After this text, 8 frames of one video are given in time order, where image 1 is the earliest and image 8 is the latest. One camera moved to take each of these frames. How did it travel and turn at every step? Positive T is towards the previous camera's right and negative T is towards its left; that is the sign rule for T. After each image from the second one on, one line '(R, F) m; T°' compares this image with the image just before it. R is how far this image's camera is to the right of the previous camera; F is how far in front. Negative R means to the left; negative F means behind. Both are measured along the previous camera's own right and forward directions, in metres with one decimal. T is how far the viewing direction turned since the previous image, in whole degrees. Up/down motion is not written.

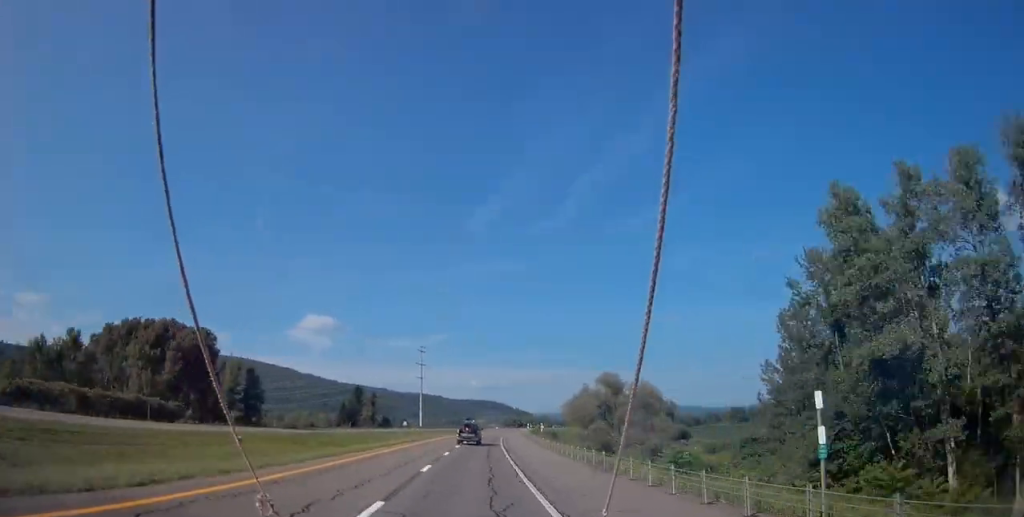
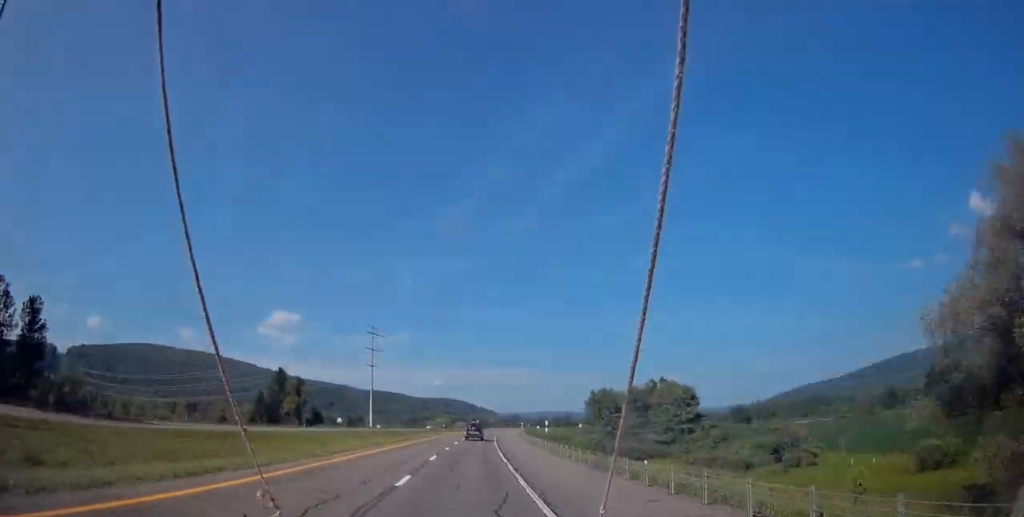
(+1.4, +66.1) m; +3°
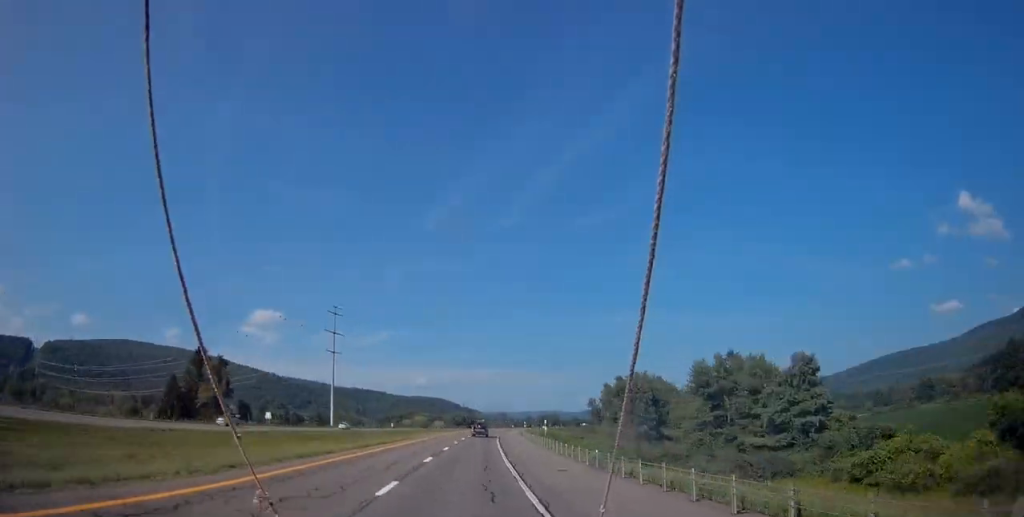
(+1.1, +50.7) m; +2°
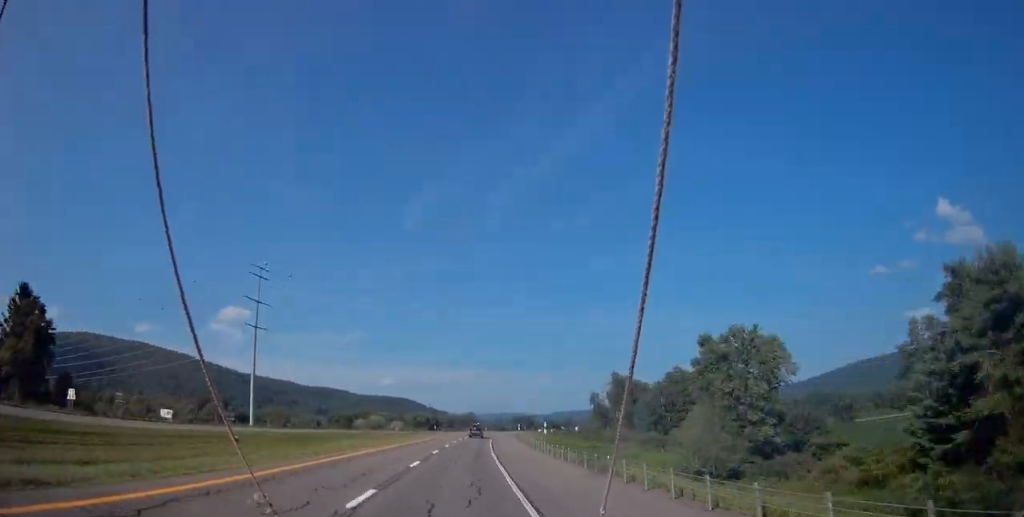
(+1.4, +62.5) m; +3°
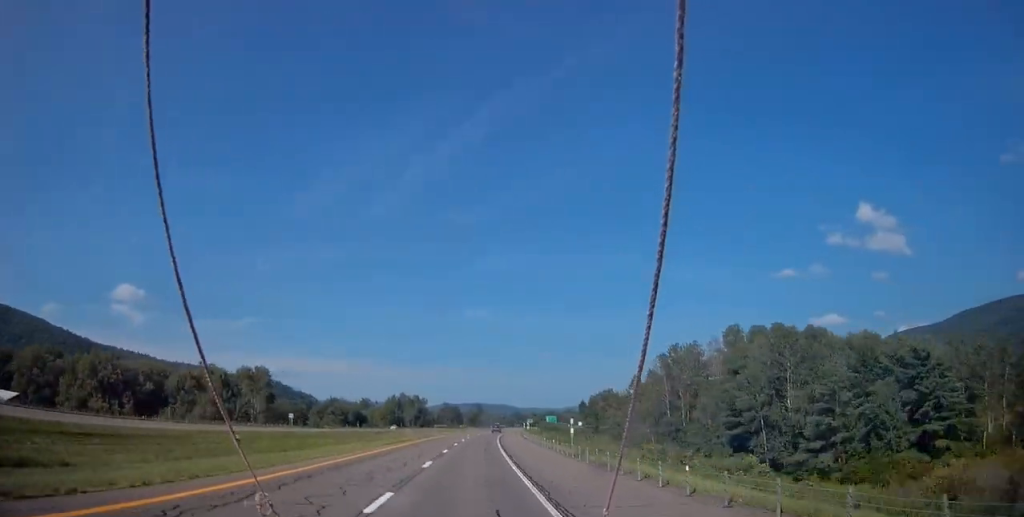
(+28.5, +277.2) m; +12°
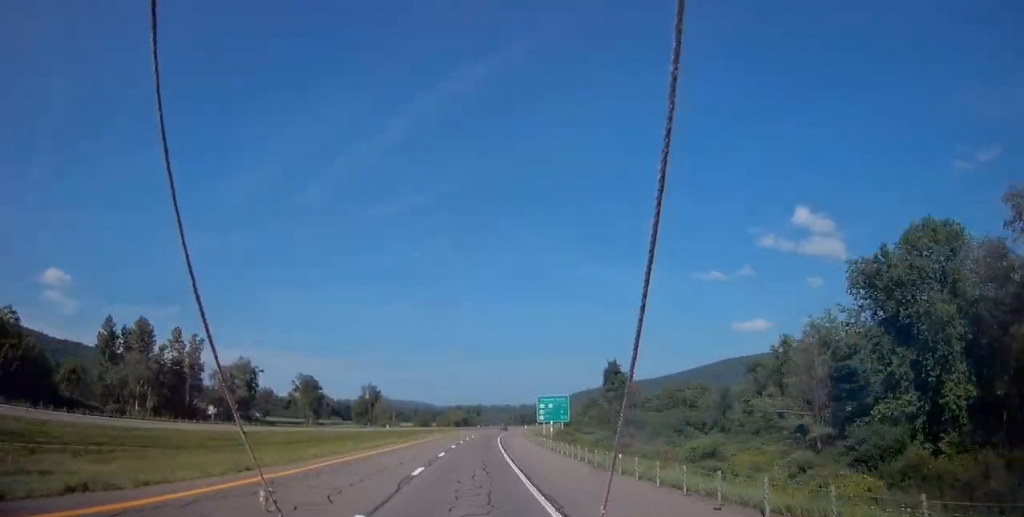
(+14.5, +196.4) m; +8°
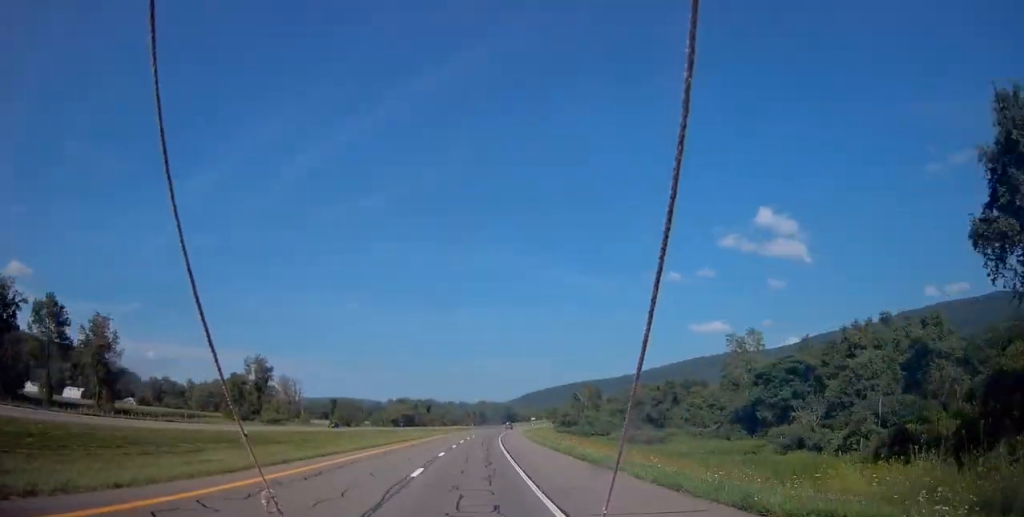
(+4.2, +109.9) m; +5°
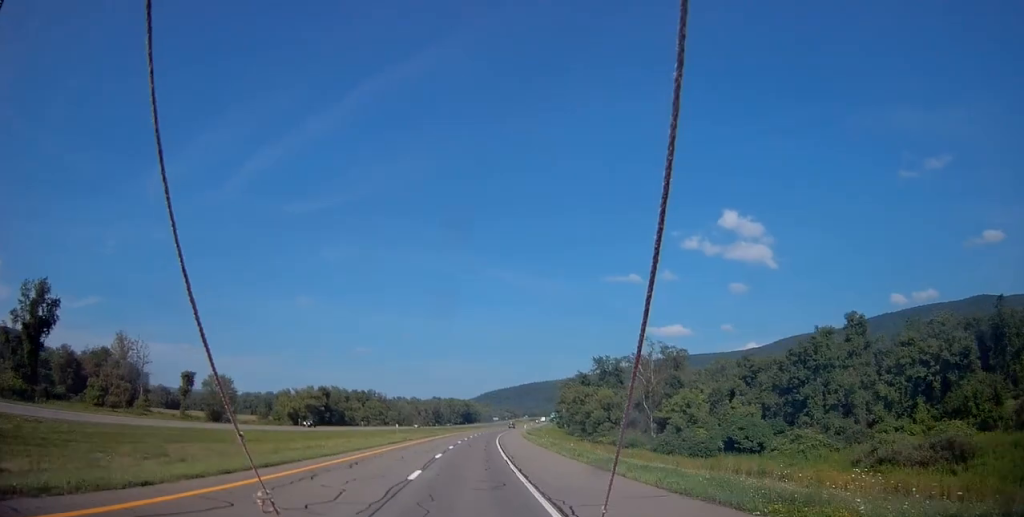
(+2.5, +97.9) m; +4°
